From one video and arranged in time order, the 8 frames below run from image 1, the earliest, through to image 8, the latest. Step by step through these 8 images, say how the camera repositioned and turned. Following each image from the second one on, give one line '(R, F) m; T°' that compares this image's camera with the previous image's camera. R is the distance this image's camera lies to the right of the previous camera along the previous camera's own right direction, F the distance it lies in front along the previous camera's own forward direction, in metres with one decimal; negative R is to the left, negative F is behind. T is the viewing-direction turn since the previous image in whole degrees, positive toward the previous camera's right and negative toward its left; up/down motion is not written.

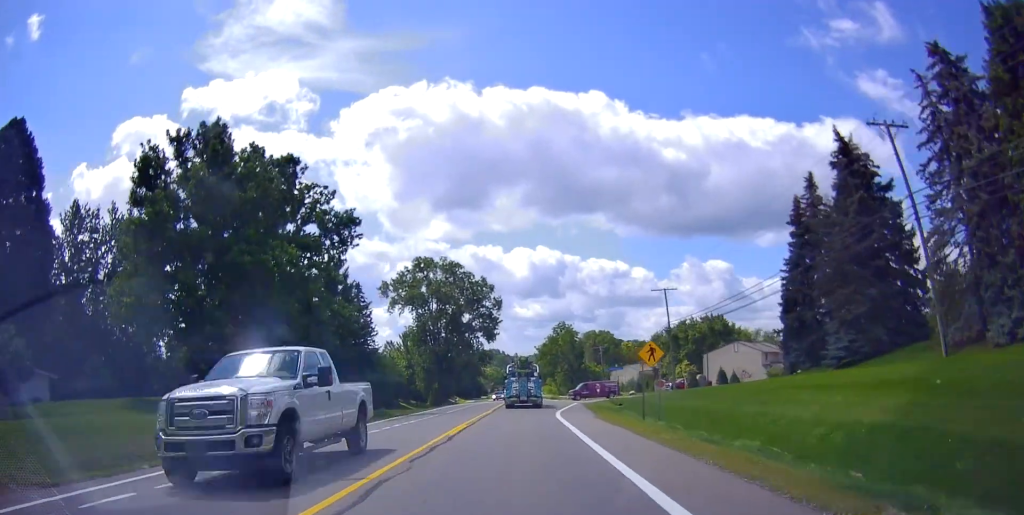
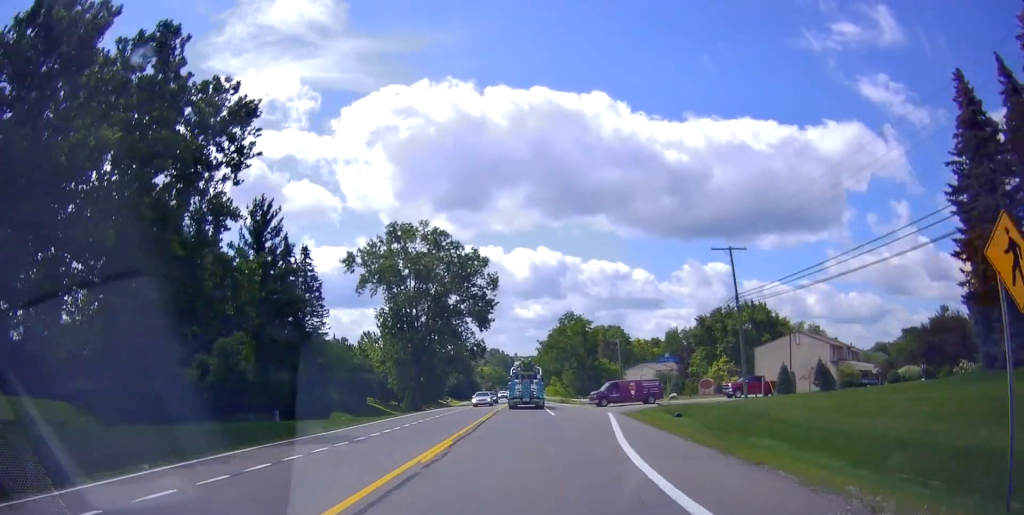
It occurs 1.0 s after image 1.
(0.0, +20.3) m; 0°
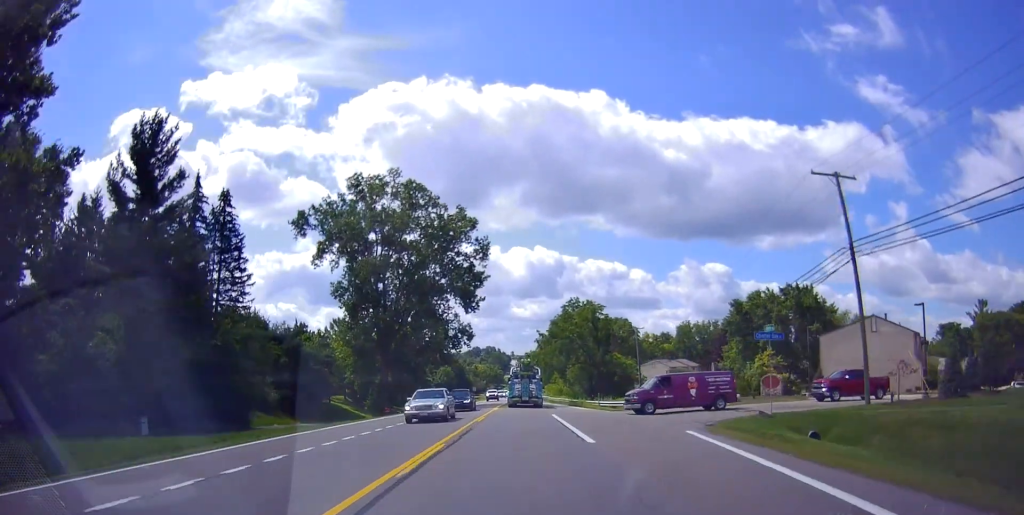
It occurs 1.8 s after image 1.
(0.0, +17.2) m; 0°
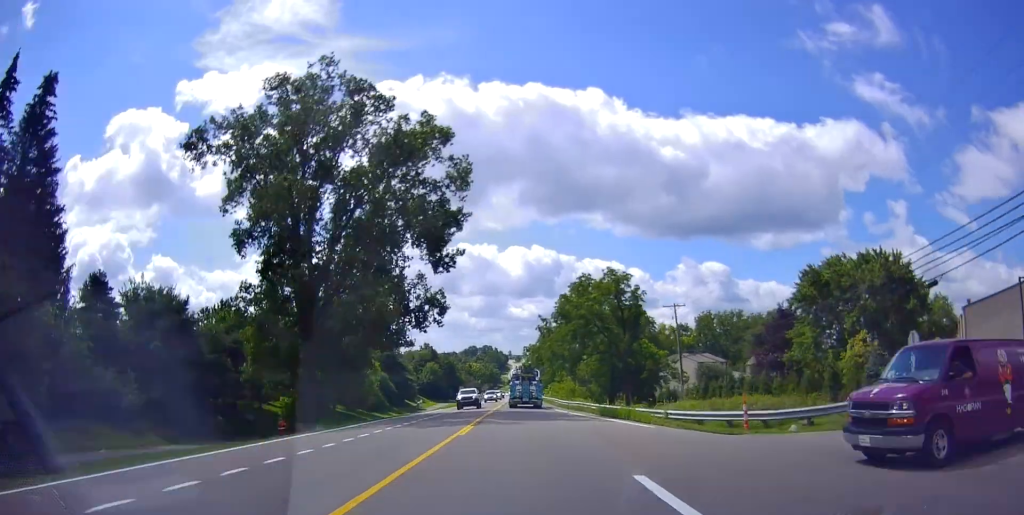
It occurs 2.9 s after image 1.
(0.0, +21.7) m; -1°
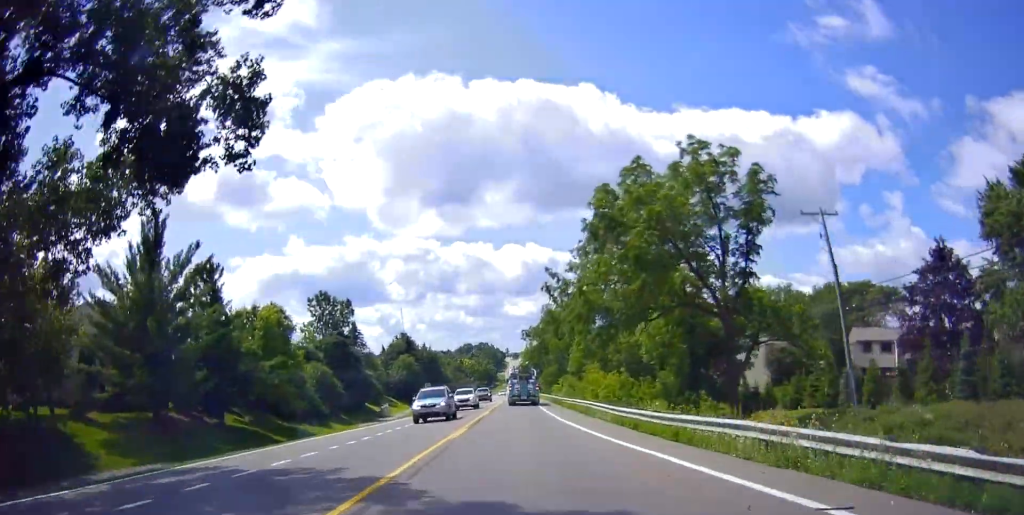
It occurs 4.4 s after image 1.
(-0.8, +32.1) m; 0°
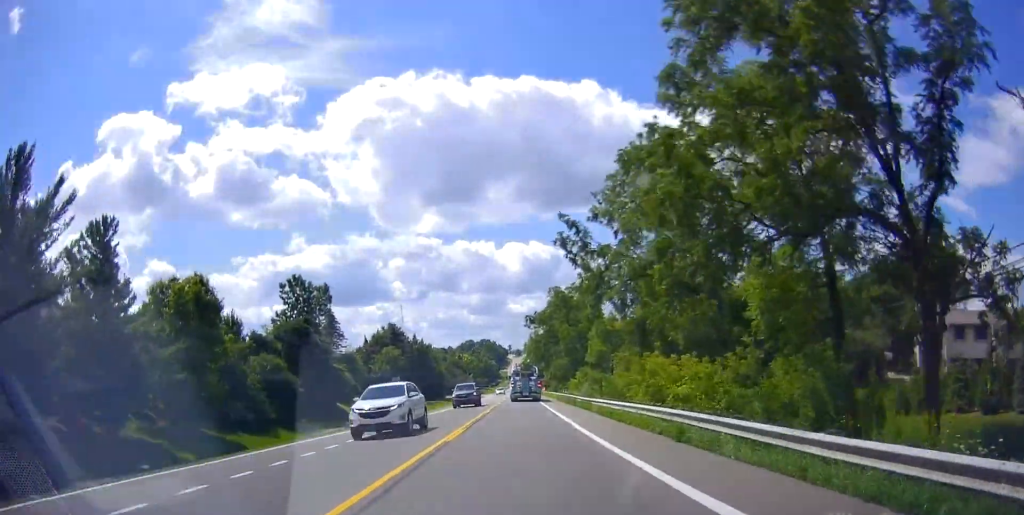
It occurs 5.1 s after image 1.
(+0.5, +16.9) m; +2°
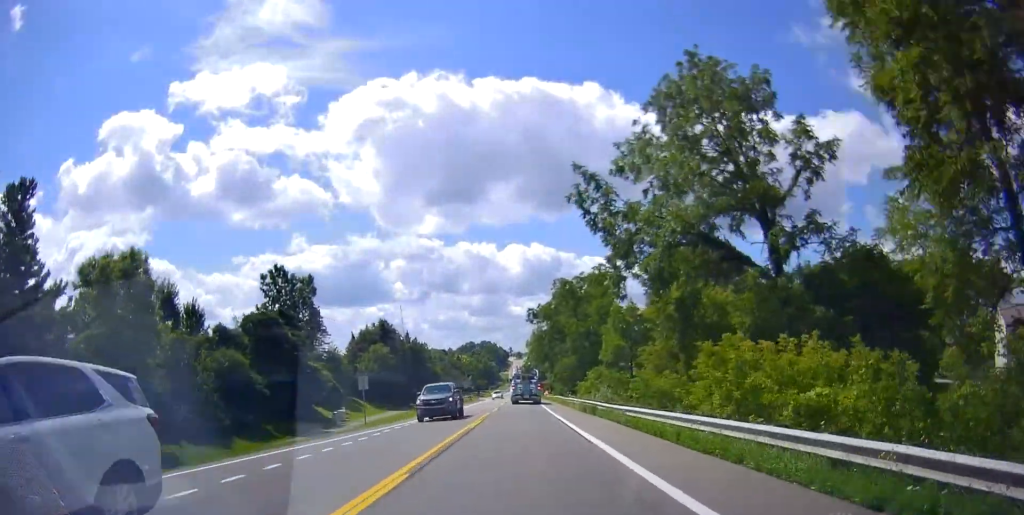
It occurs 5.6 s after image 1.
(0.0, +9.8) m; 0°
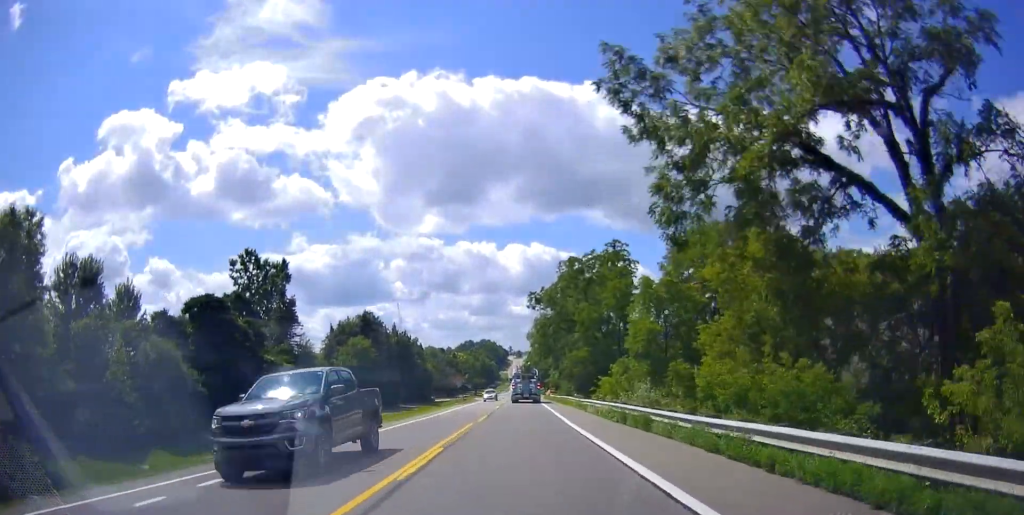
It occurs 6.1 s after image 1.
(0.0, +12.2) m; 0°
